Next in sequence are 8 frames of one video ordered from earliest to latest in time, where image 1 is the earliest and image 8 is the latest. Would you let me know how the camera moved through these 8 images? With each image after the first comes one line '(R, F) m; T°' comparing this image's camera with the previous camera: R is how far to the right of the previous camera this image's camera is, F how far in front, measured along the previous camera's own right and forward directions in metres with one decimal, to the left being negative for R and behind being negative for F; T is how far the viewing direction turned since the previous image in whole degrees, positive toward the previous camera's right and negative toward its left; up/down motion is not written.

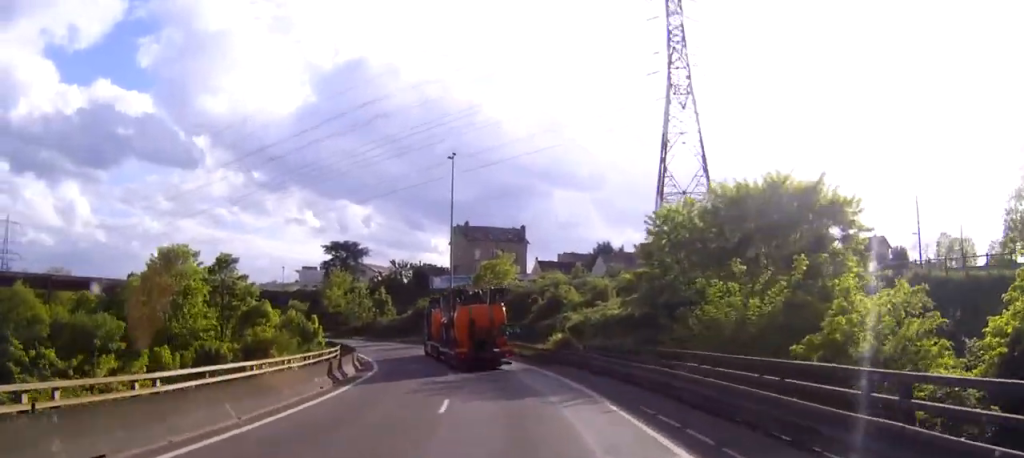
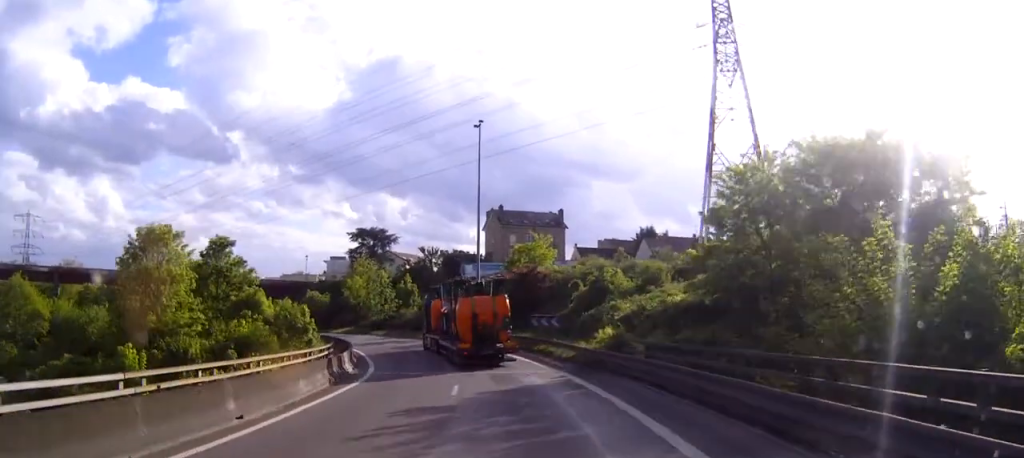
(-0.3, +9.3) m; -3°
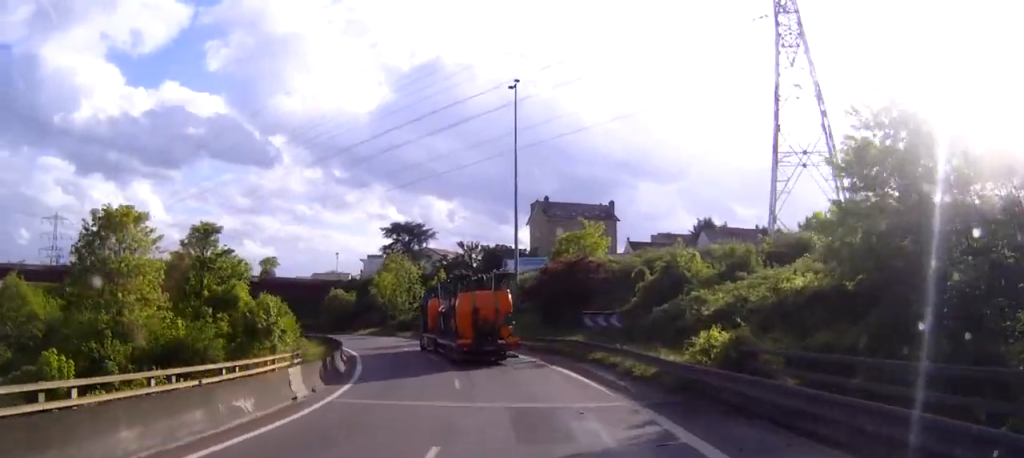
(-0.3, +11.6) m; -3°
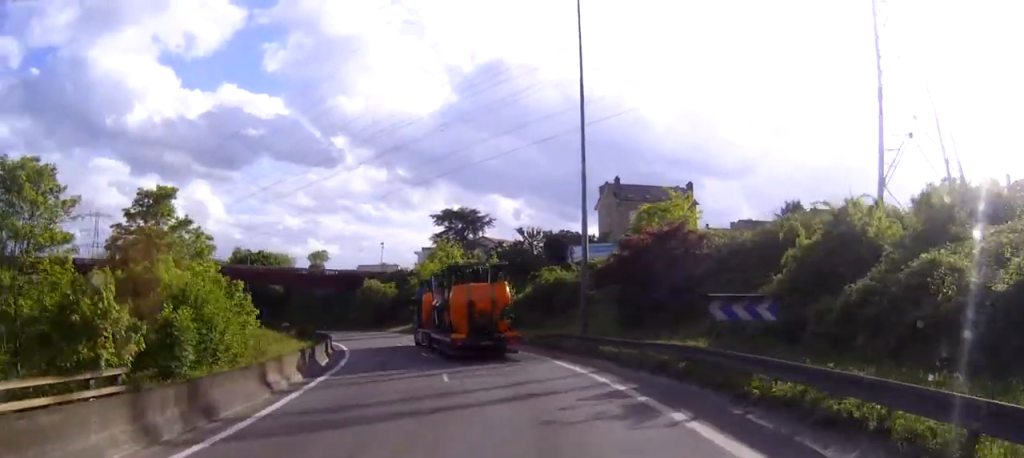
(-0.5, +15.6) m; -4°
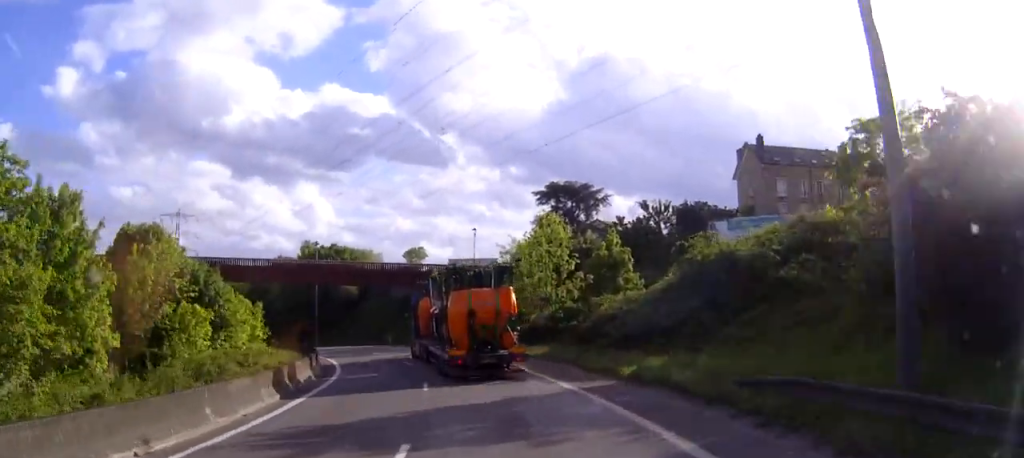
(-1.8, +24.0) m; -9°
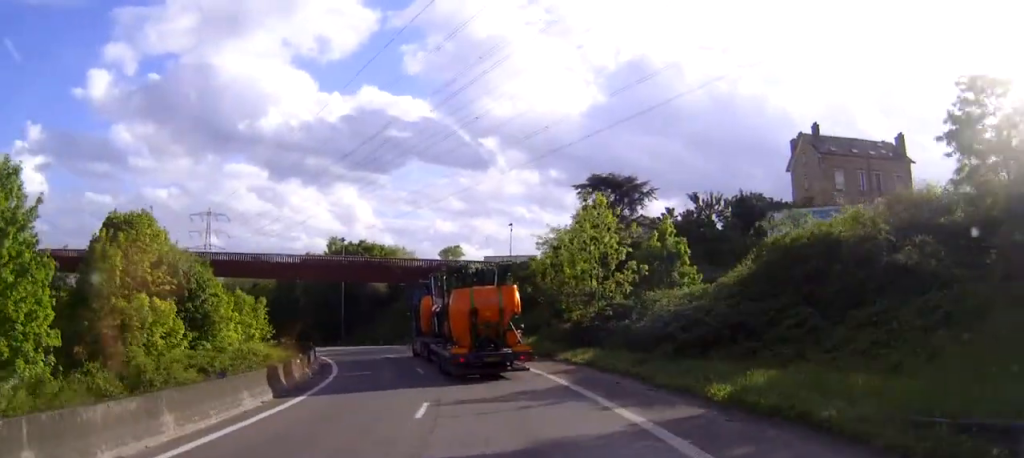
(-0.3, +7.4) m; -3°
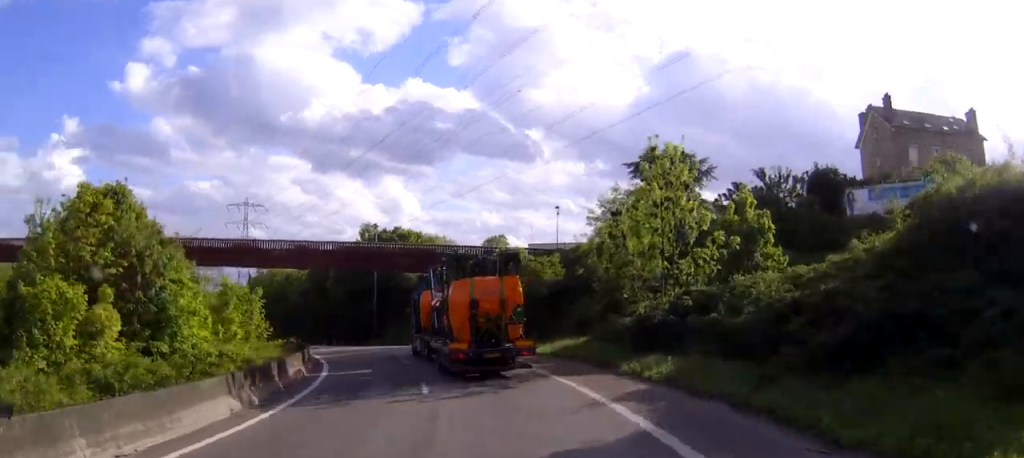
(-0.2, +9.1) m; -3°
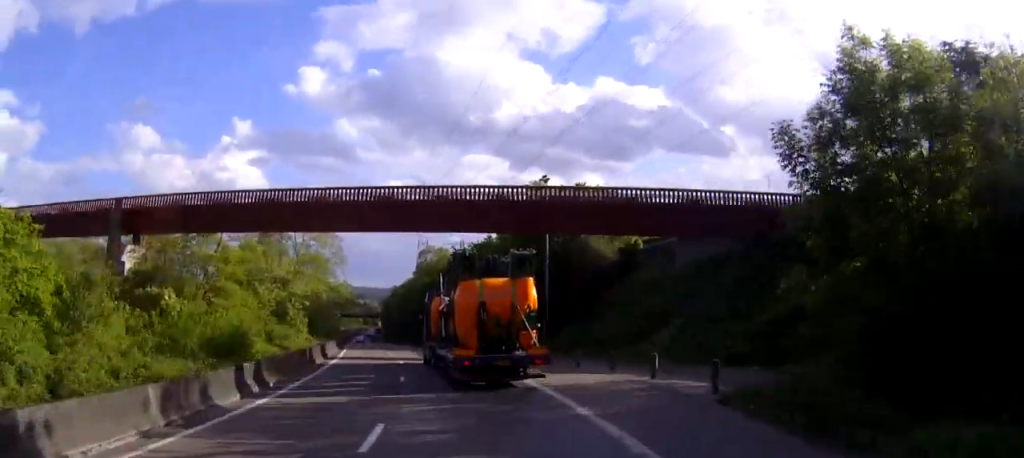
(-4.3, +36.1) m; -15°
